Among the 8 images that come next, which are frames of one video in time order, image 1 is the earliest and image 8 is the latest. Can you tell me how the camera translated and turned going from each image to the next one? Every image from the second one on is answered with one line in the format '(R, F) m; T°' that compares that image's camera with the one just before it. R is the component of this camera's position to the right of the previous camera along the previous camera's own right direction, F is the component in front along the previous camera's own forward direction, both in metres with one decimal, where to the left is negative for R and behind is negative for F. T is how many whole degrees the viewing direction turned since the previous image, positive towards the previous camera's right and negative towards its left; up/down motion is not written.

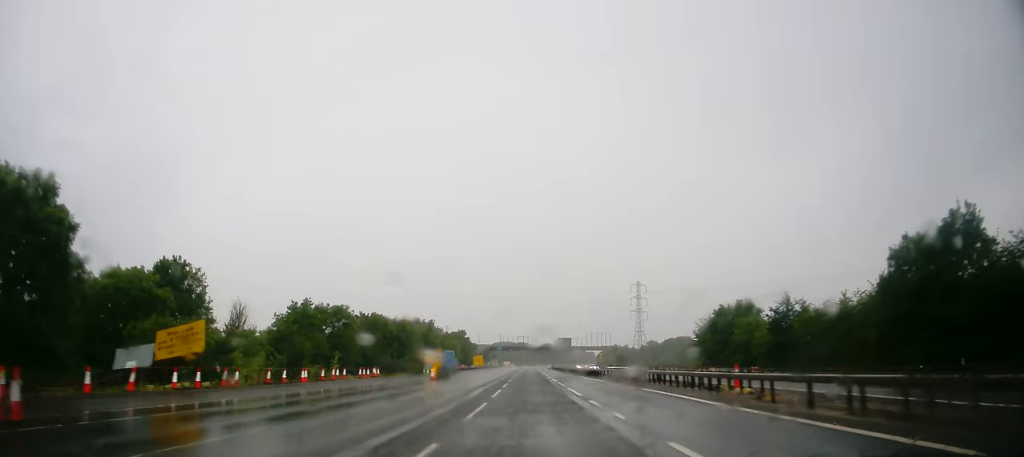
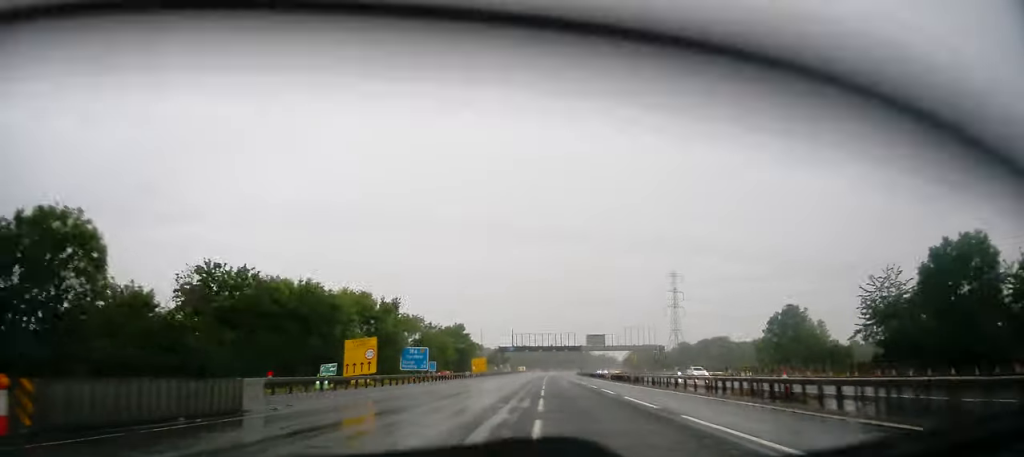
(-0.7, +50.0) m; -2°
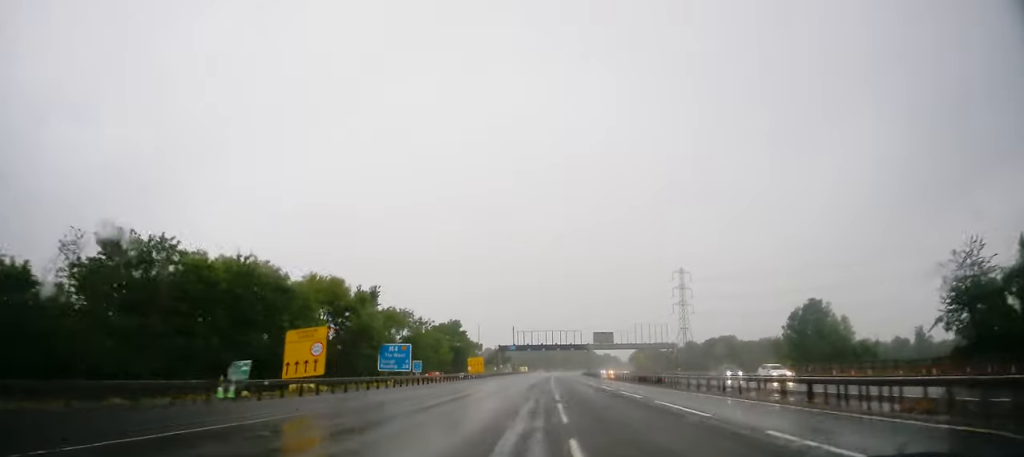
(0.0, +12.5) m; 0°
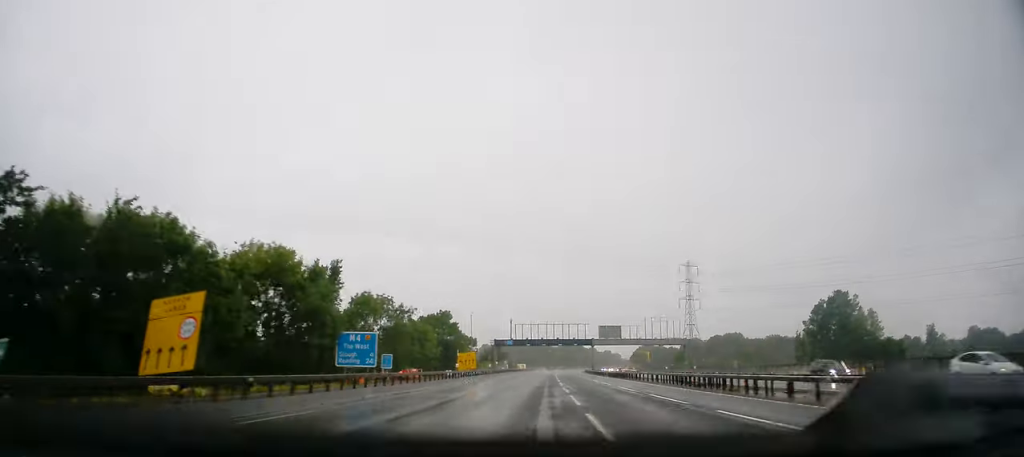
(-0.1, +13.8) m; +1°
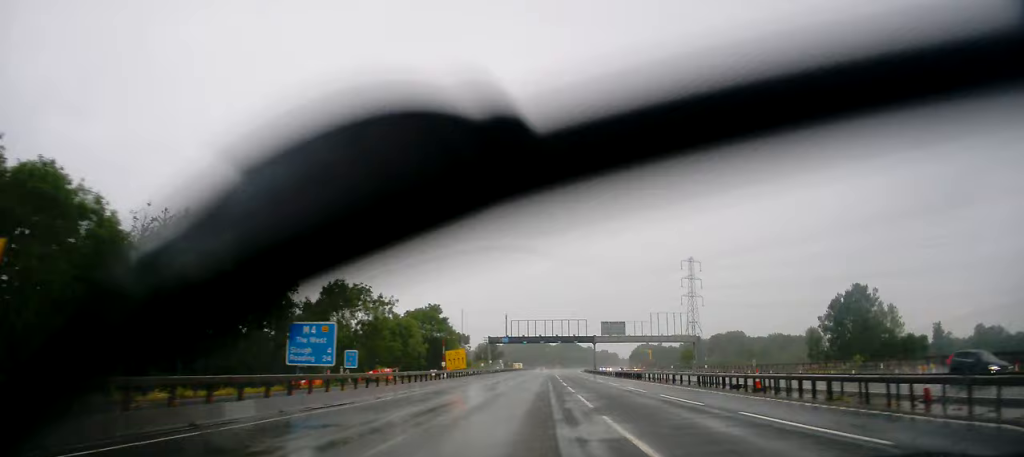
(-0.1, +9.9) m; 0°
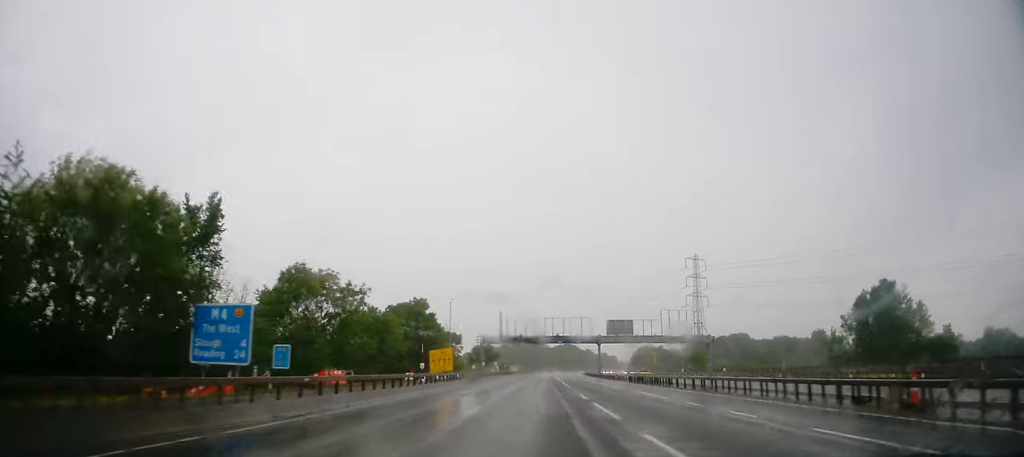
(+0.3, +12.1) m; +1°
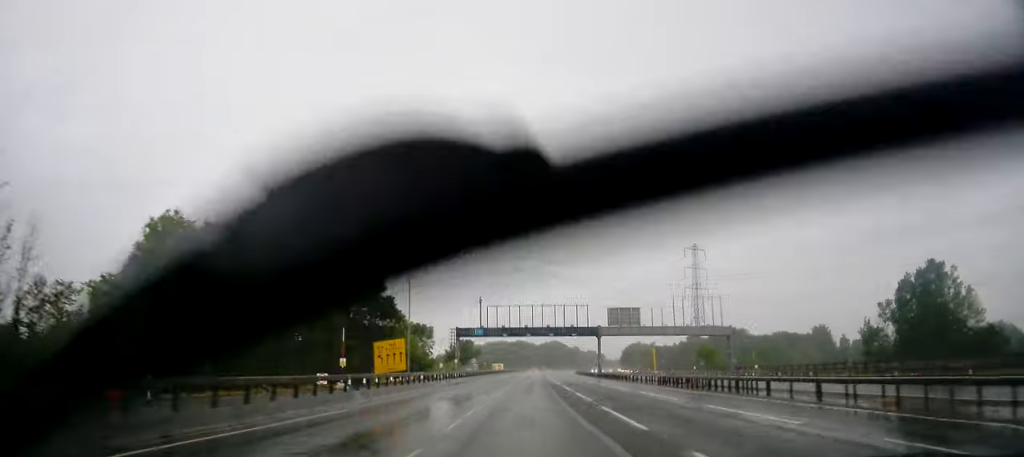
(+0.1, +20.2) m; 0°
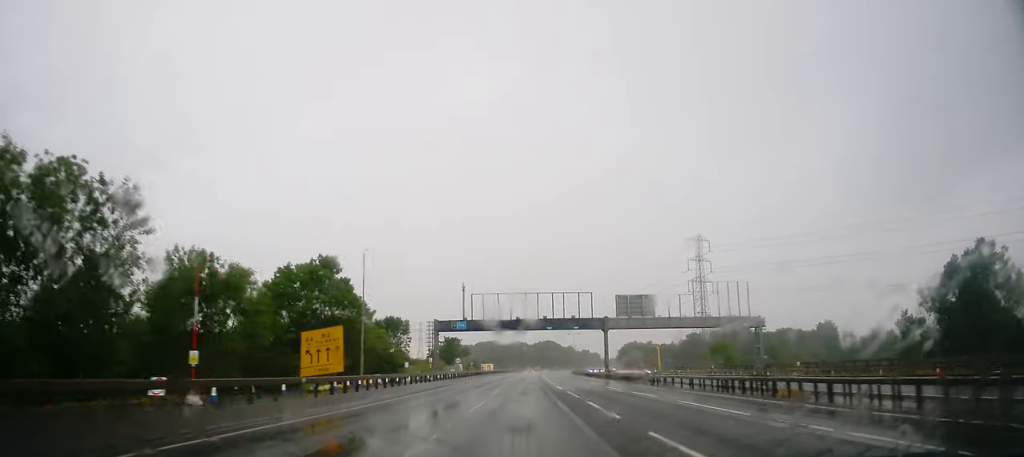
(0.0, +15.6) m; 0°
